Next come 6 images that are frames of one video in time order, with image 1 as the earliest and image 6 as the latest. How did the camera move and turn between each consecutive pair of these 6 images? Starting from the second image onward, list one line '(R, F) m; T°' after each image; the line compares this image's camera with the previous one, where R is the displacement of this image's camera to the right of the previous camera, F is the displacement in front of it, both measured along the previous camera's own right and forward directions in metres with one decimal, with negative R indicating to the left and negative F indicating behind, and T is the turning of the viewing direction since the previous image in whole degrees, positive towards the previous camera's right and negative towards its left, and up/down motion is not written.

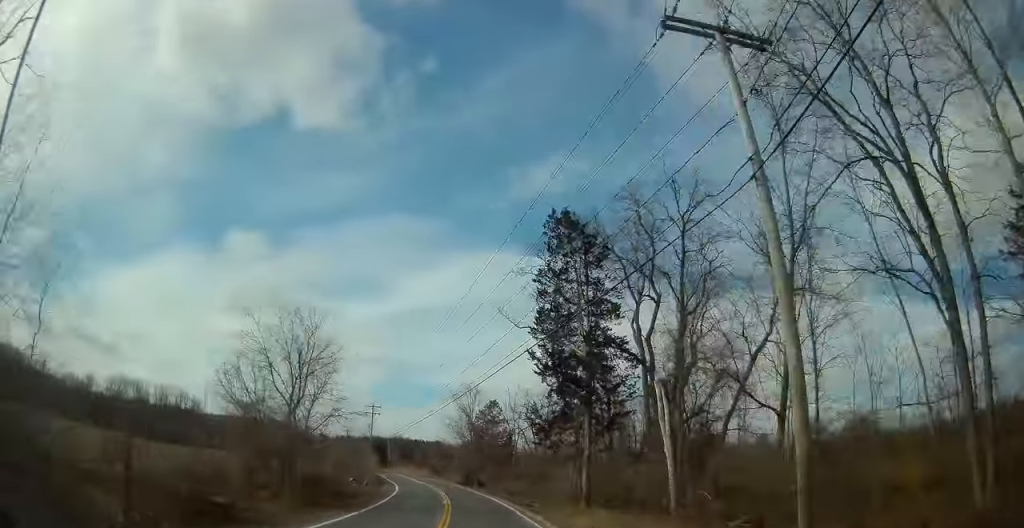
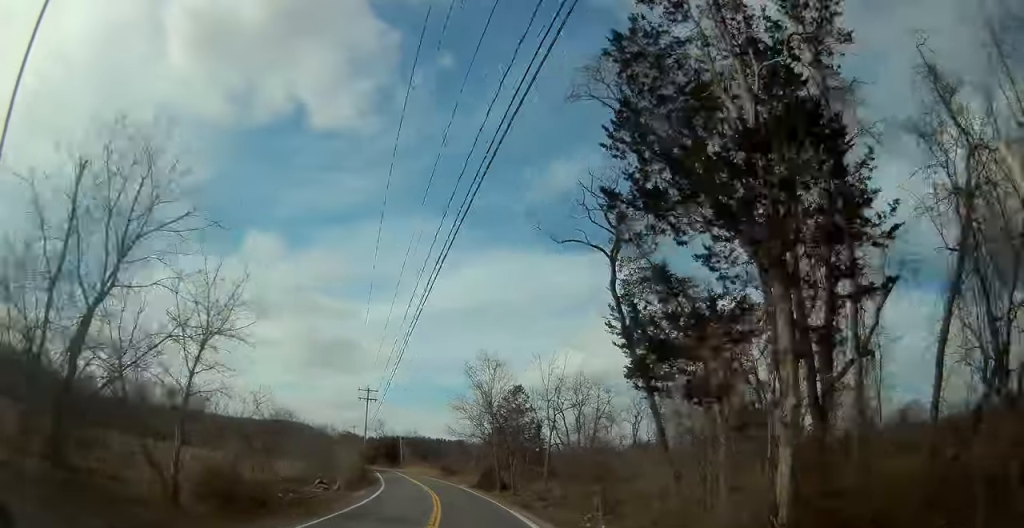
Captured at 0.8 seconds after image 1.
(0.0, +17.5) m; -2°
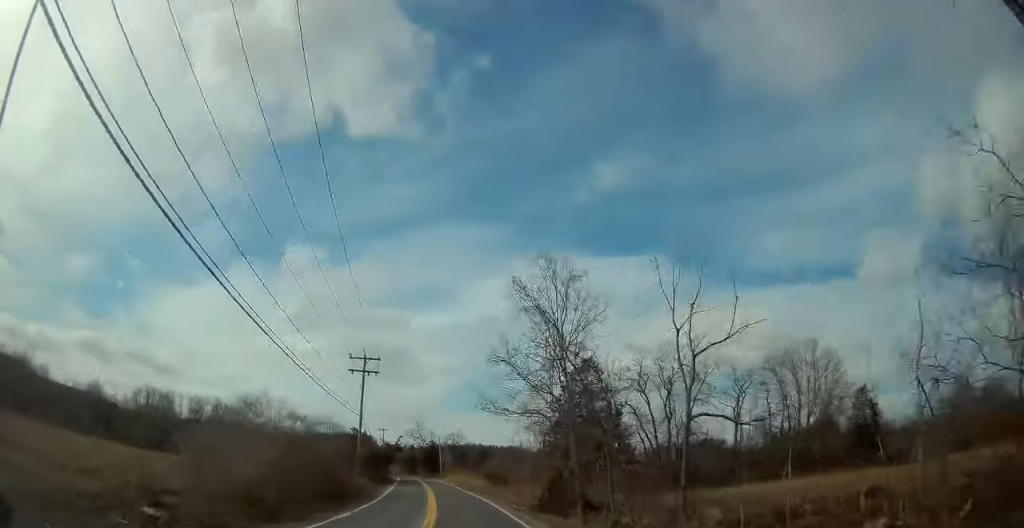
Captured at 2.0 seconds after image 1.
(-0.9, +25.0) m; -4°
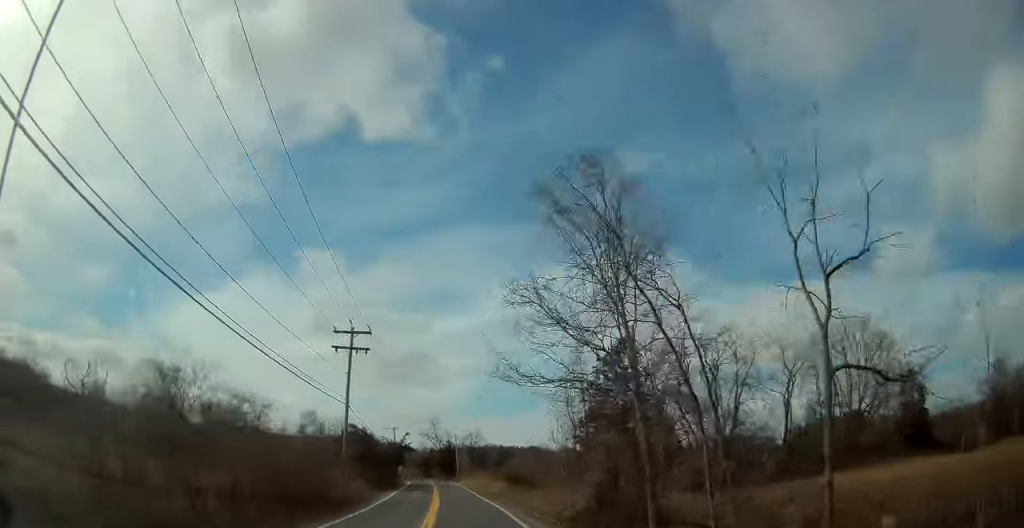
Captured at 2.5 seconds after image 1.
(0.0, +9.7) m; -2°
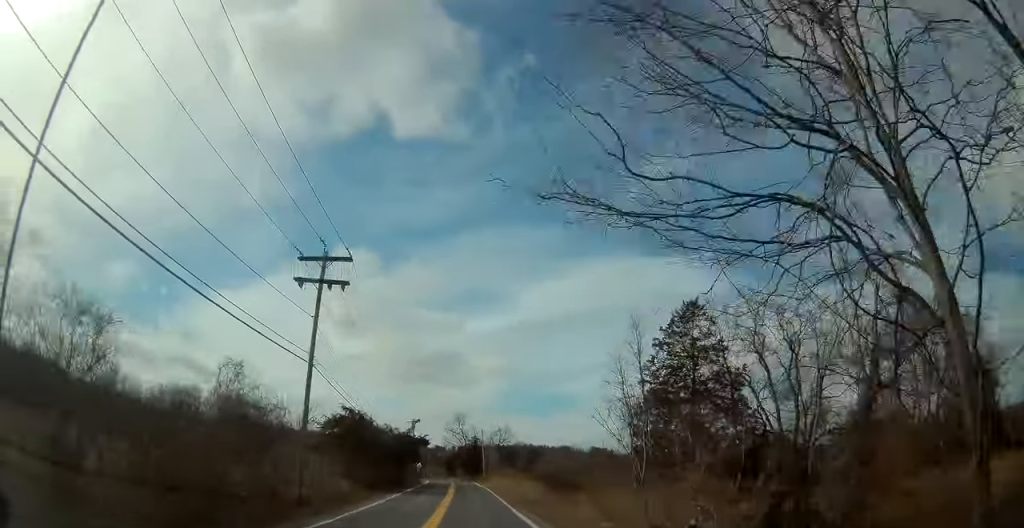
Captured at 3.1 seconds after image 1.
(-0.4, +12.4) m; -2°
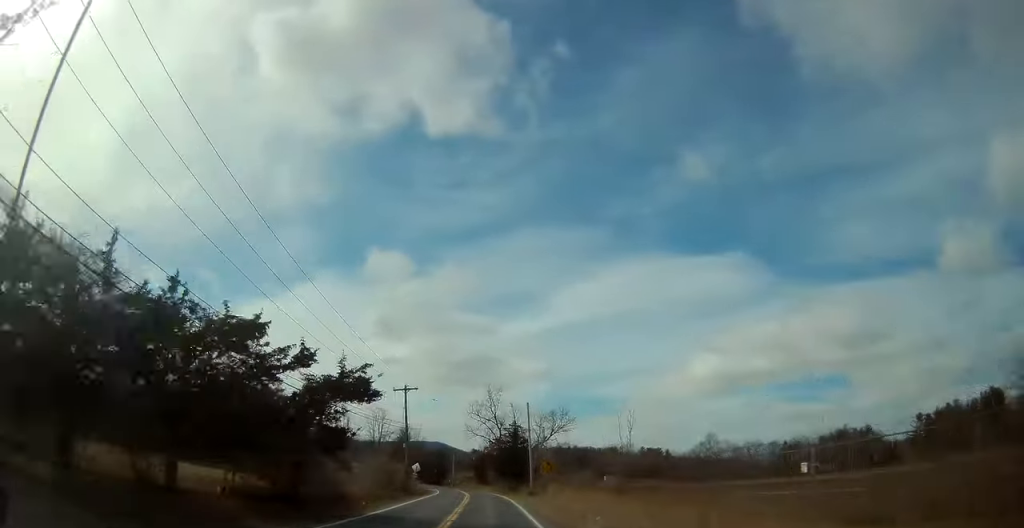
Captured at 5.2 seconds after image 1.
(-3.2, +43.4) m; -8°
